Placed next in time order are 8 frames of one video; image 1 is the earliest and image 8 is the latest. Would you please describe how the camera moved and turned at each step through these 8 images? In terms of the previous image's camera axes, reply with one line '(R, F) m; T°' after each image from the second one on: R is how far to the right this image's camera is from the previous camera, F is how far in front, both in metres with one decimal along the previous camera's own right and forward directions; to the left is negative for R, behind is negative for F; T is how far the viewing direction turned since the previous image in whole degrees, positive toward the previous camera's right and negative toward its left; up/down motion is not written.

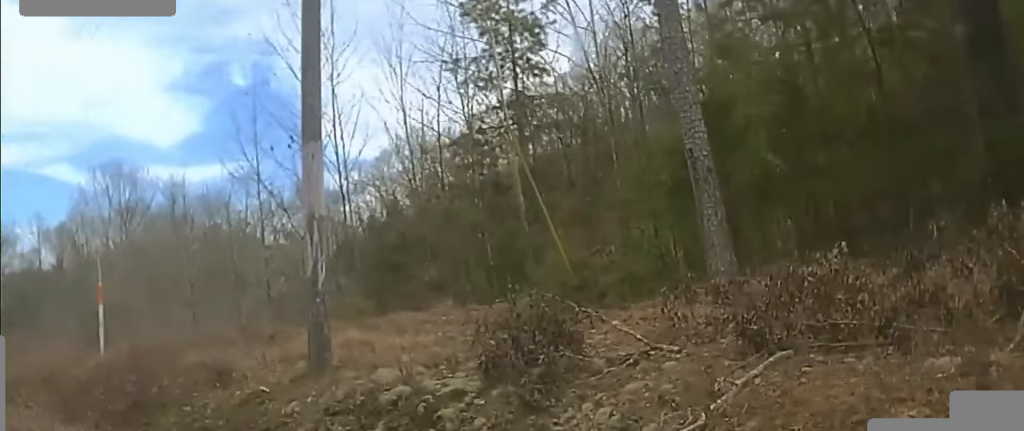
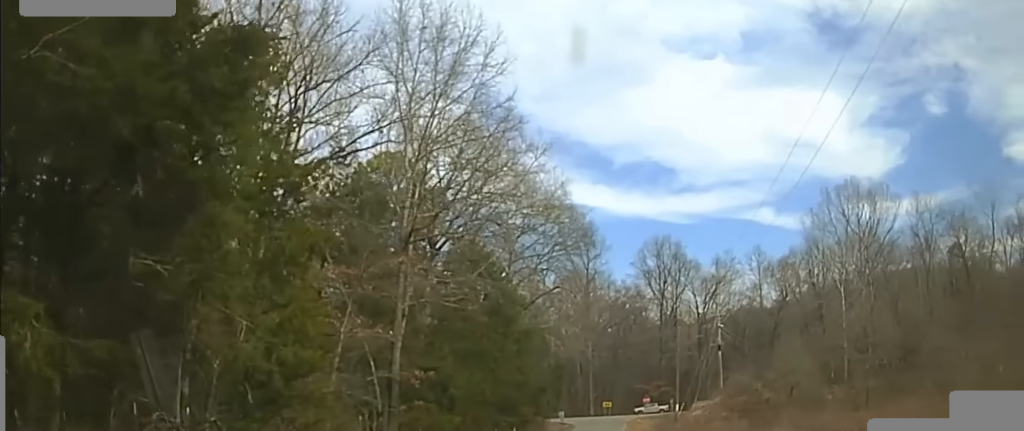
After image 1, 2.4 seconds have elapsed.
(-4.8, +17.5) m; -19°
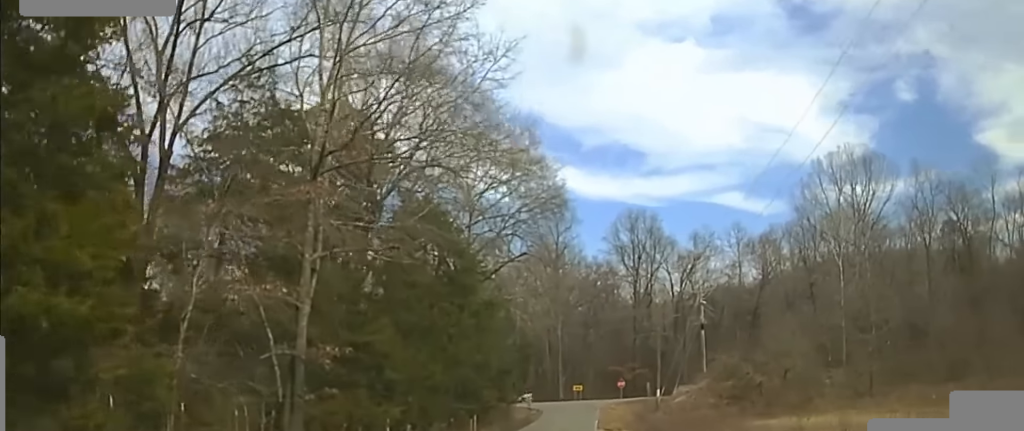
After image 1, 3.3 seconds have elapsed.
(+0.1, +10.7) m; +1°
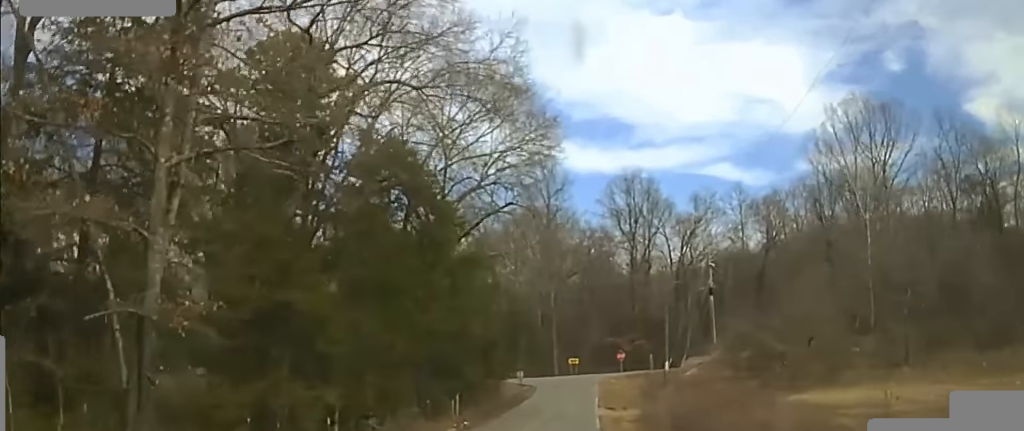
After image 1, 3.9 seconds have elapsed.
(0.0, +9.9) m; +1°
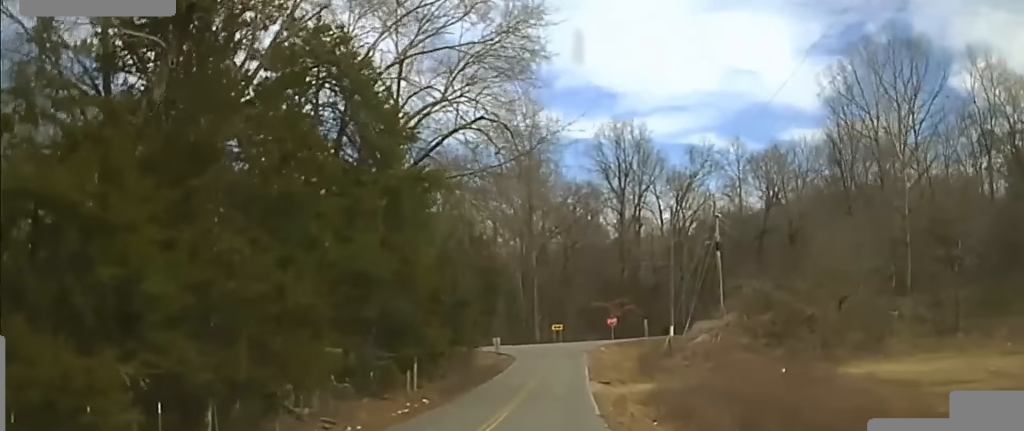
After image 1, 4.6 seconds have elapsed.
(+0.1, +10.8) m; +1°
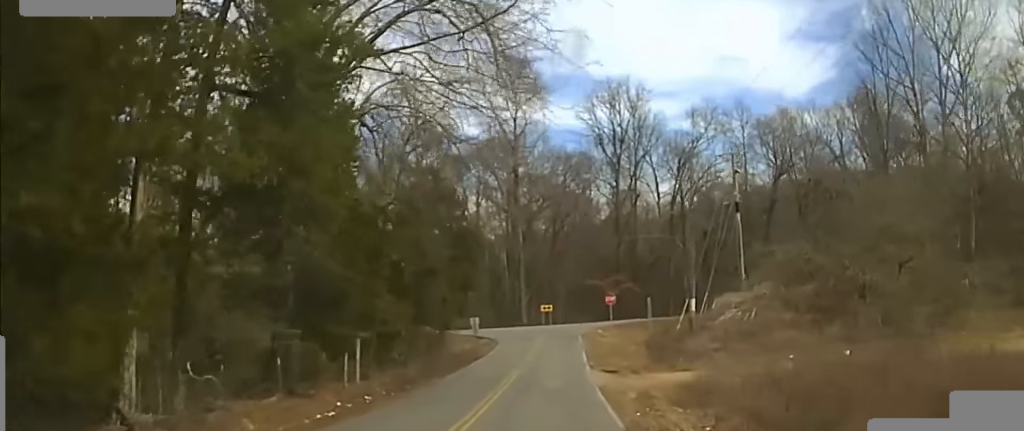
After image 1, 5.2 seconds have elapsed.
(+0.1, +9.9) m; +1°
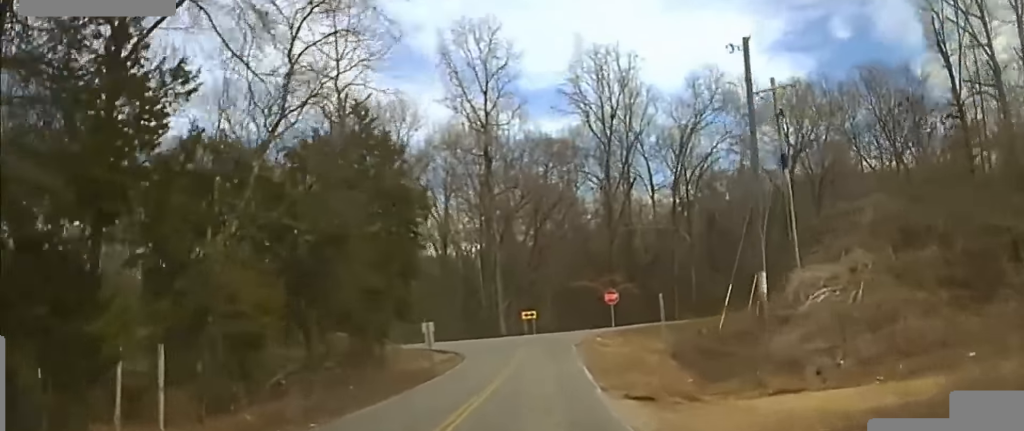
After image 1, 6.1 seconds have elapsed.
(+0.1, +14.6) m; +1°
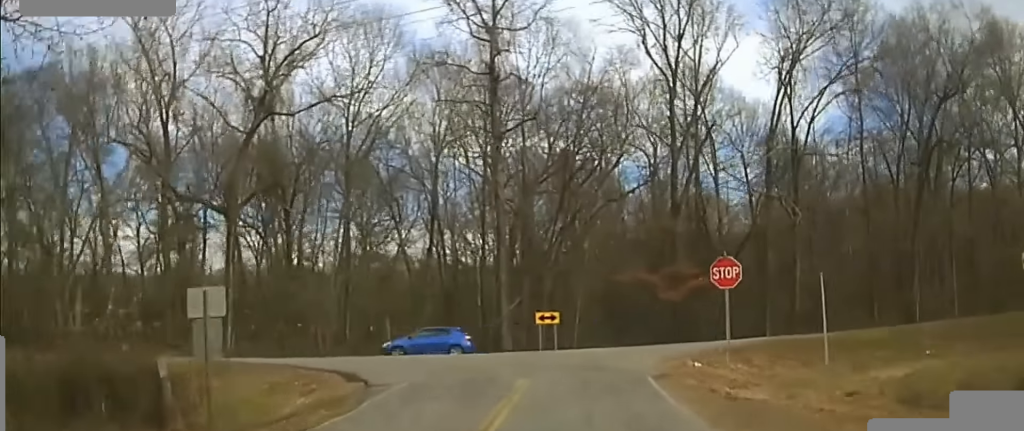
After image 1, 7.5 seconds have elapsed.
(-0.3, +25.3) m; -3°
